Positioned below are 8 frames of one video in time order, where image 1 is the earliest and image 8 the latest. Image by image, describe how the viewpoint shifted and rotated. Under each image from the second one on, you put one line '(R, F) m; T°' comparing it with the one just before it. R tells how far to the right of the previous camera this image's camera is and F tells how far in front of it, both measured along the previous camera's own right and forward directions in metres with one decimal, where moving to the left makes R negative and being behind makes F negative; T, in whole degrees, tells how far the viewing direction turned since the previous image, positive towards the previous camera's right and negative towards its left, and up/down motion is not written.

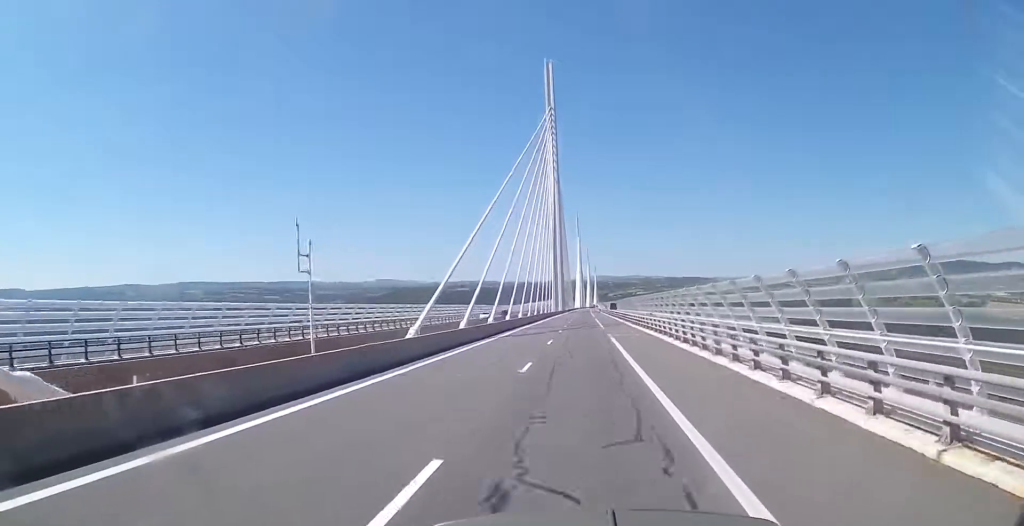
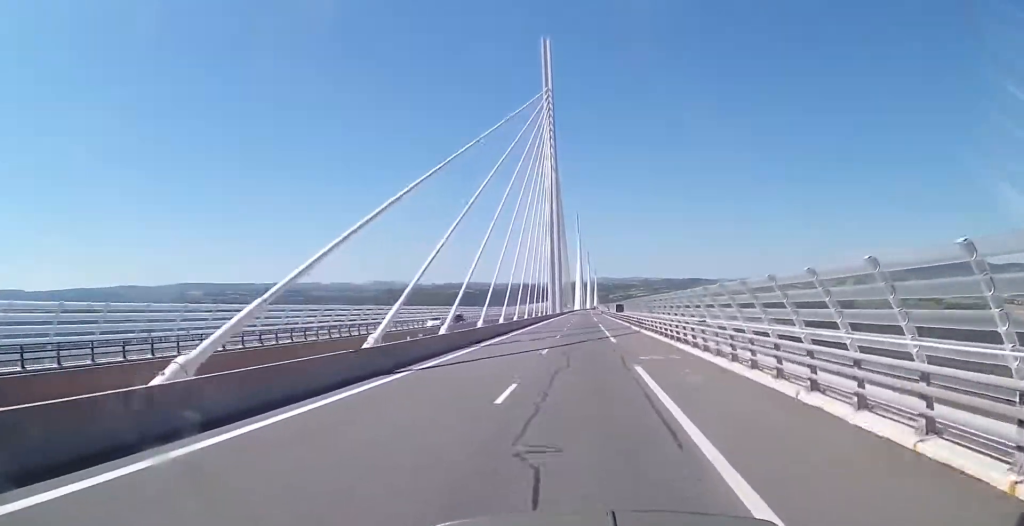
(-0.1, +18.5) m; 0°
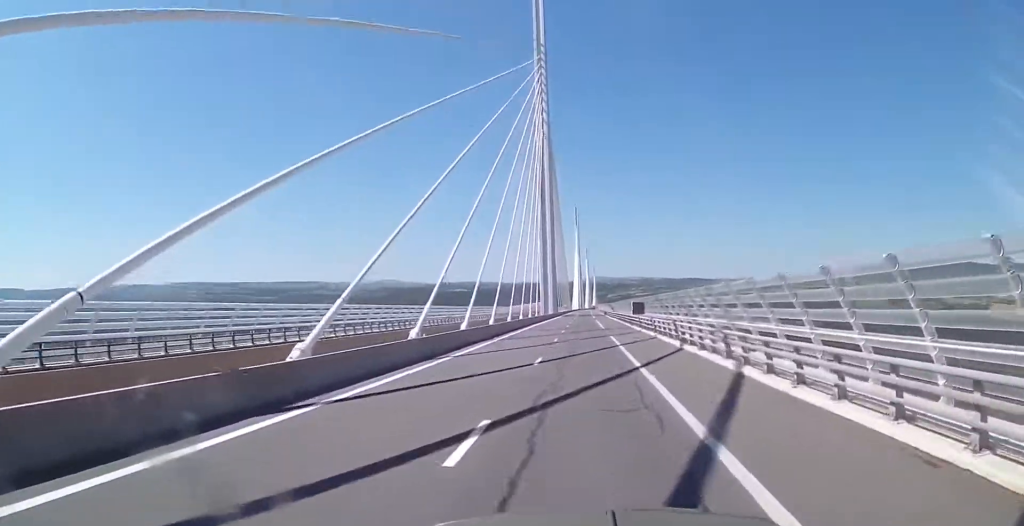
(0.0, +31.6) m; +1°
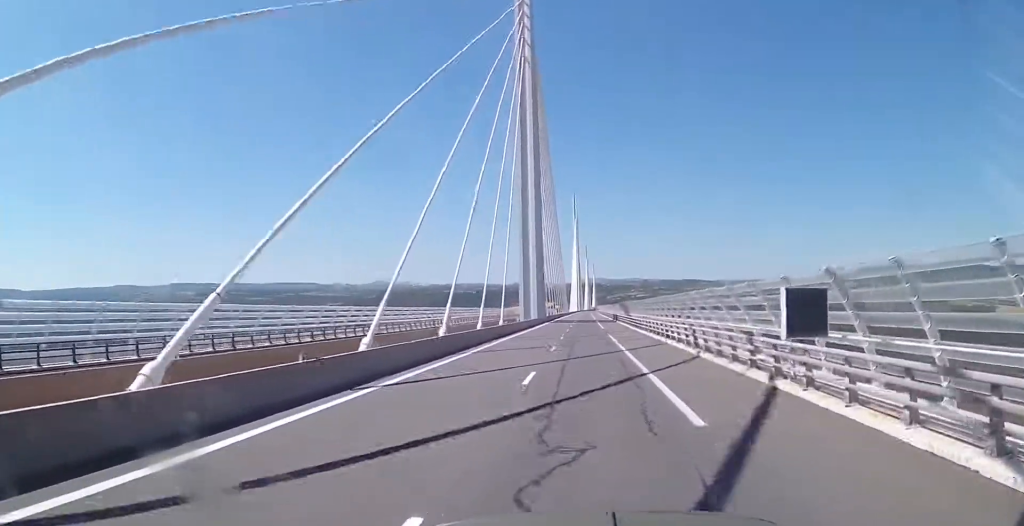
(+0.2, +44.6) m; 0°
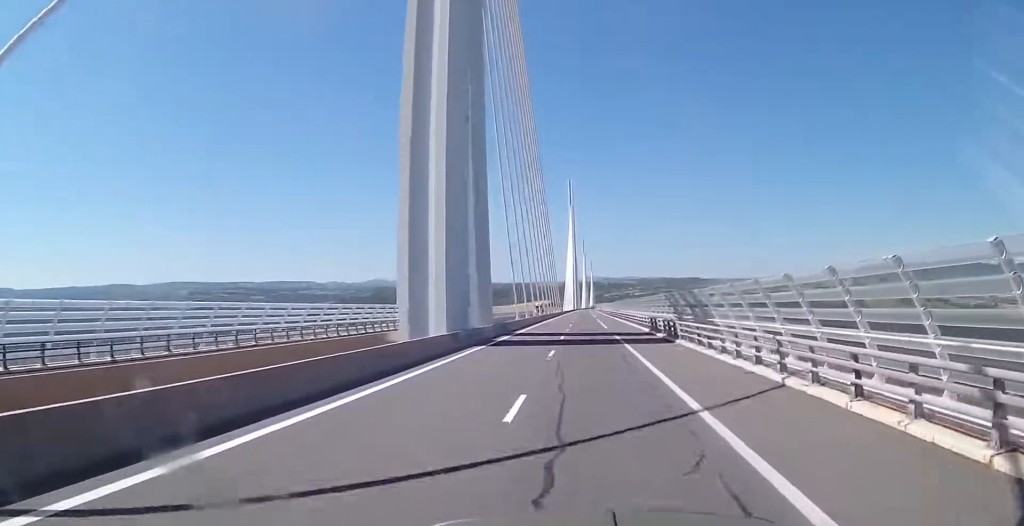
(0.0, +57.8) m; 0°
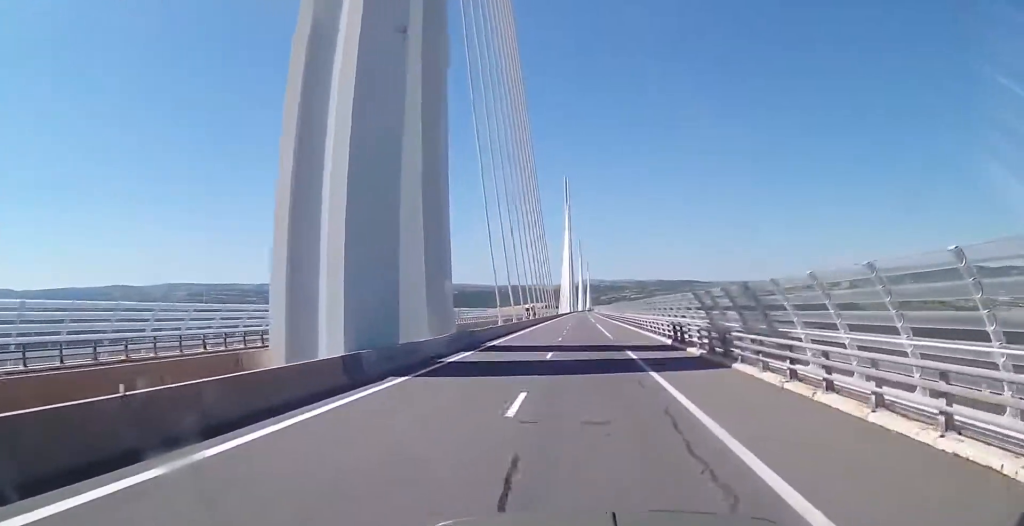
(0.0, +12.6) m; 0°
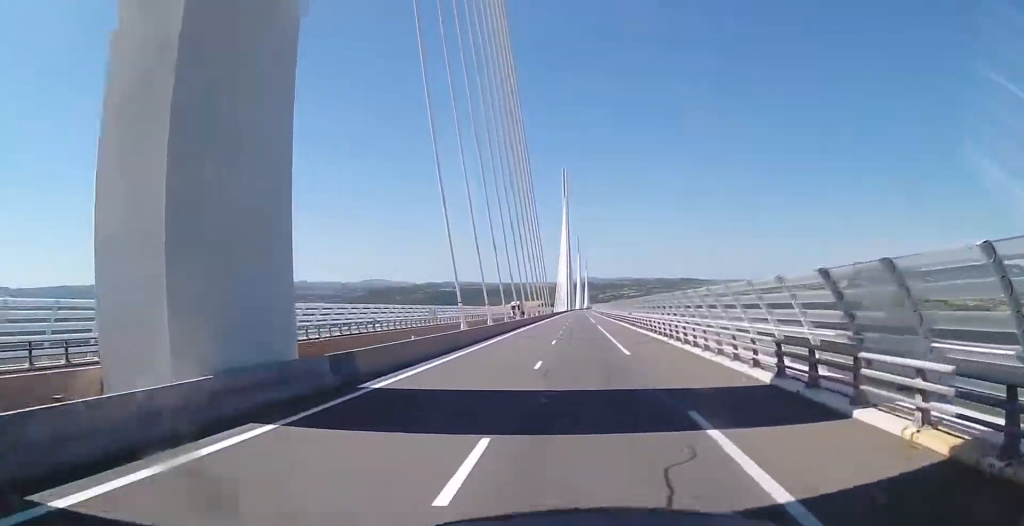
(0.0, +18.1) m; 0°
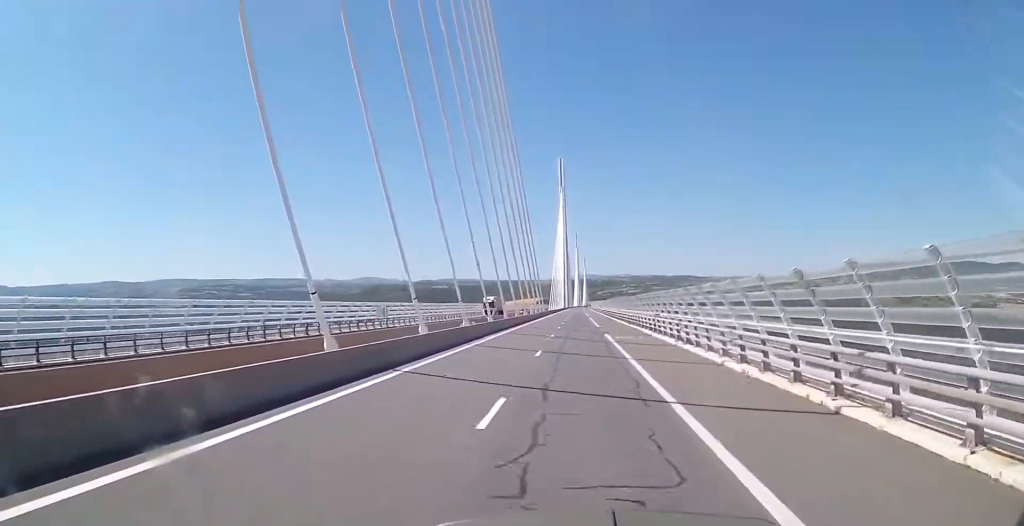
(0.0, +22.6) m; 0°
